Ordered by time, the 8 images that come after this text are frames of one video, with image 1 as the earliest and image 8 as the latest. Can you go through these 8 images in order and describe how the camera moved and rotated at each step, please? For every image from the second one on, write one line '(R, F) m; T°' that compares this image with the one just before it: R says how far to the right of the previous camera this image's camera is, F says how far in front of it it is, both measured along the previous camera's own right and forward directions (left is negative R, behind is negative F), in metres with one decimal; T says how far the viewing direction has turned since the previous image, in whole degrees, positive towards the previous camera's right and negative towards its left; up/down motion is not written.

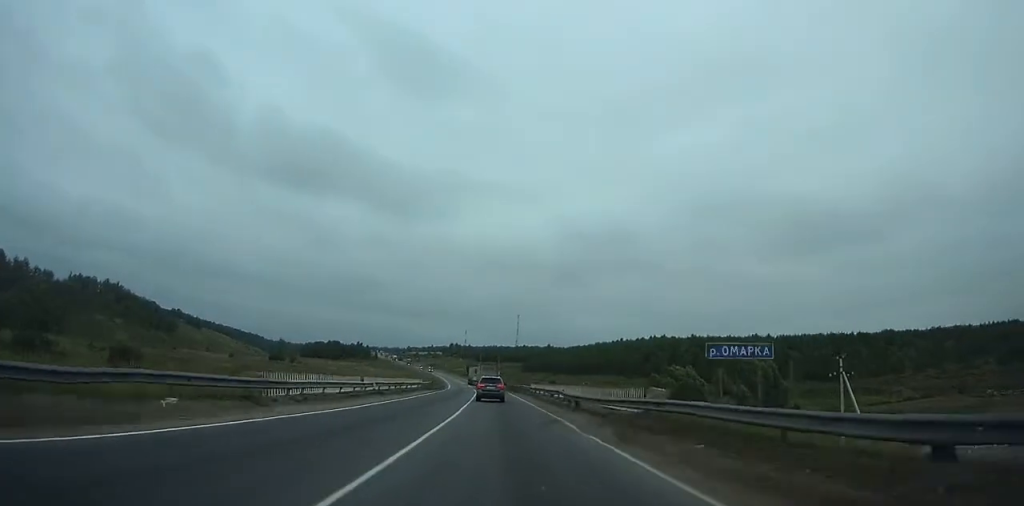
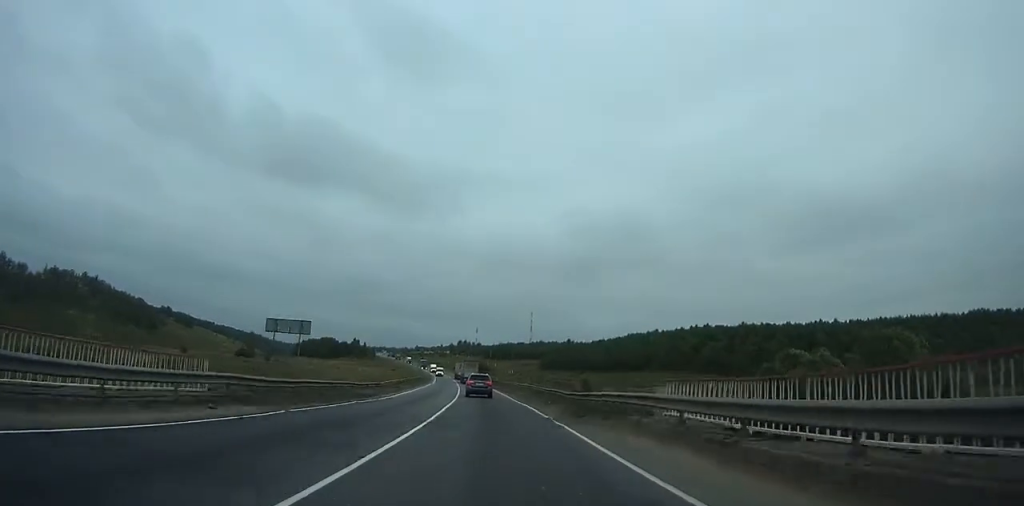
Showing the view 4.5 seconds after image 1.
(-2.2, +52.8) m; -4°
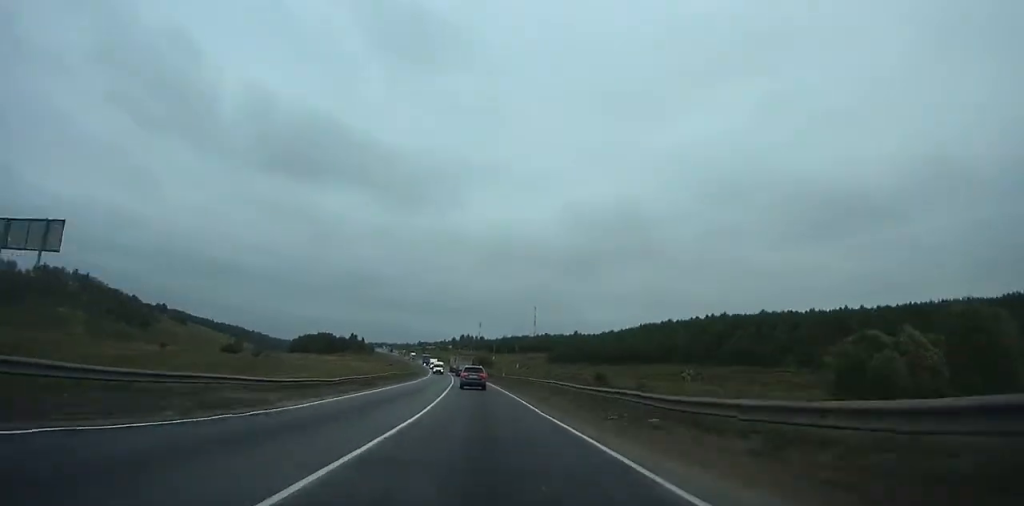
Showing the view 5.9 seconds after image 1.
(+0.2, +17.4) m; -1°
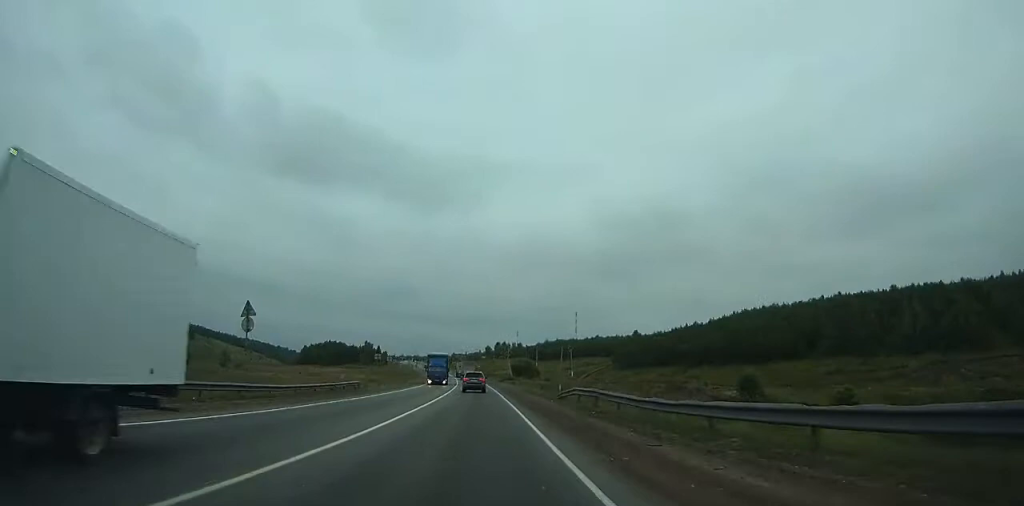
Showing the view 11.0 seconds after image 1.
(-2.7, +68.7) m; -4°
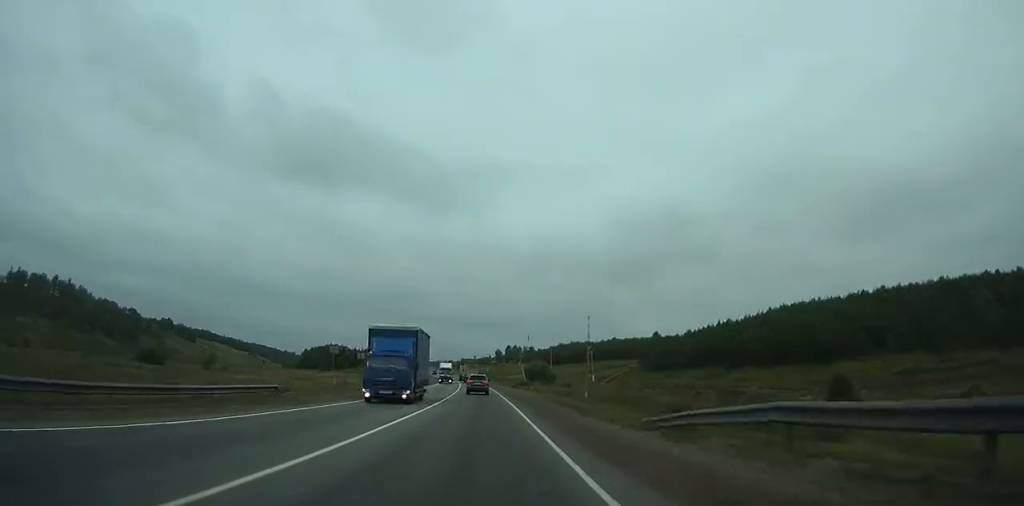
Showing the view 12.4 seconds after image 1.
(0.0, +19.8) m; -1°
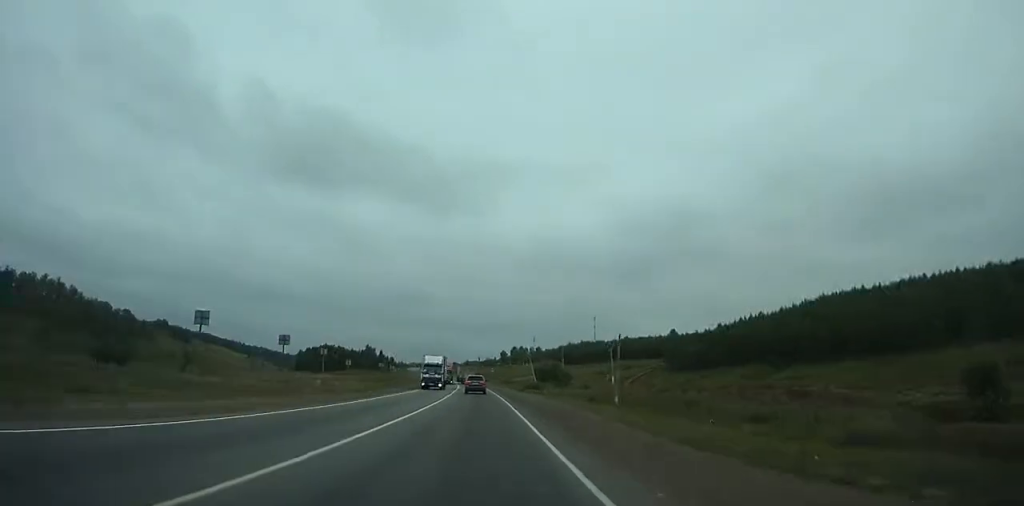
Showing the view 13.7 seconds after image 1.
(-0.2, +19.0) m; -1°
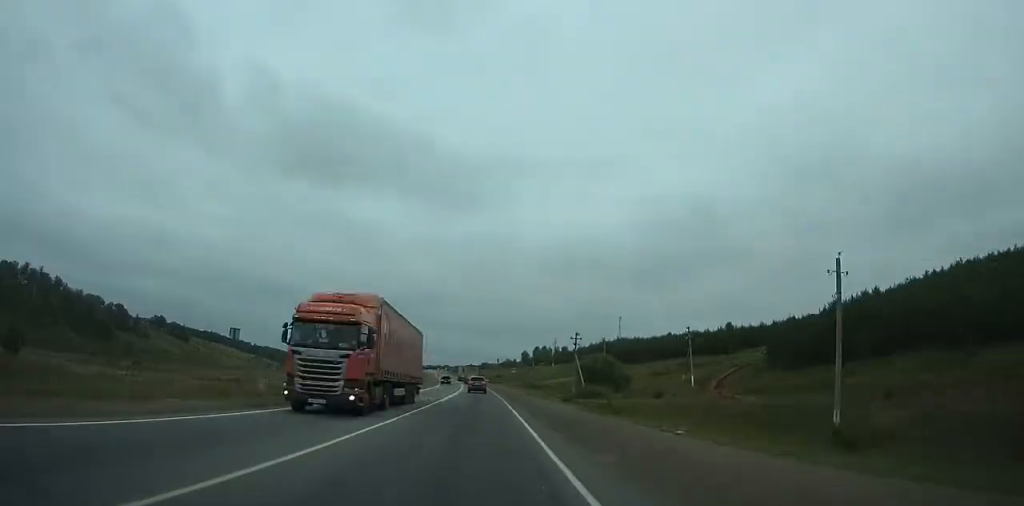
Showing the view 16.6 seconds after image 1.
(-0.7, +43.5) m; -2°
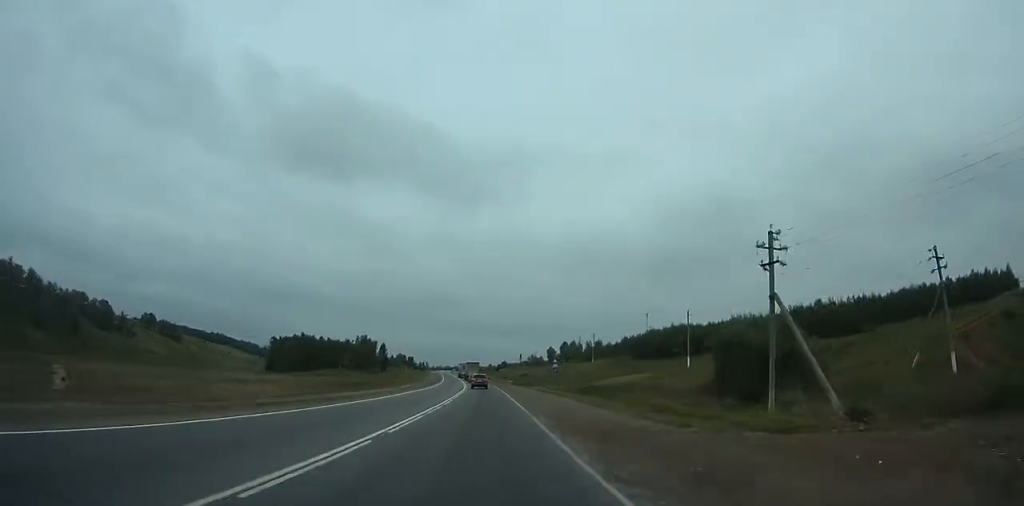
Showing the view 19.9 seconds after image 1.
(-1.1, +51.8) m; -2°
